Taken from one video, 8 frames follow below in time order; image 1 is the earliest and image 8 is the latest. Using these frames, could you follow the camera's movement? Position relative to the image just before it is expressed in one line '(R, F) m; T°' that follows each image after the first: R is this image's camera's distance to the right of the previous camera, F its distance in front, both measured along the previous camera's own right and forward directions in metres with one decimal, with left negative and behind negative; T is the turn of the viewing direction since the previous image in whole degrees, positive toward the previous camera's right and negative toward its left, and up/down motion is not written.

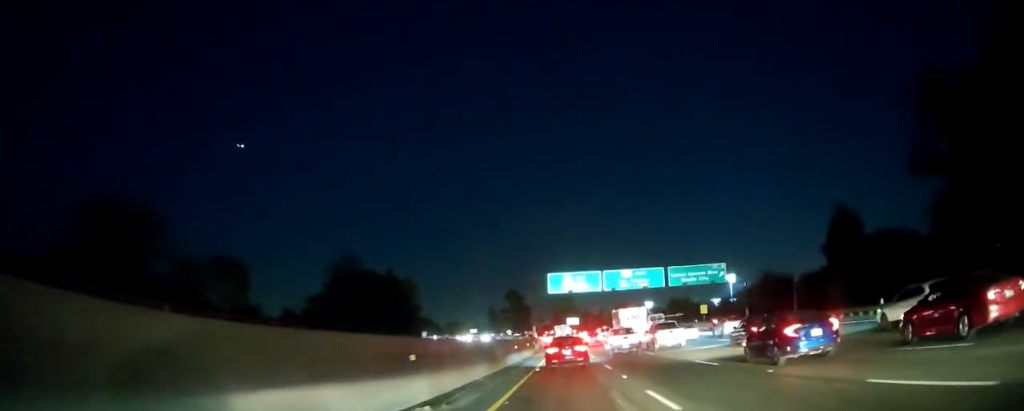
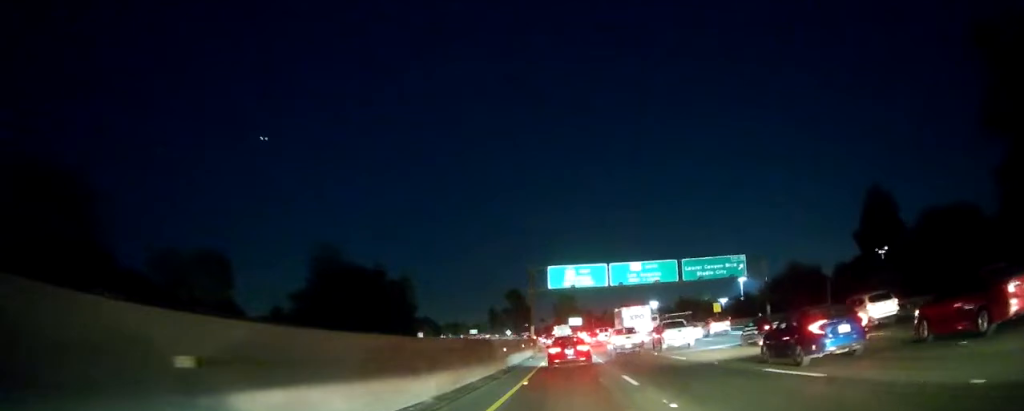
(+0.1, +8.5) m; +1°
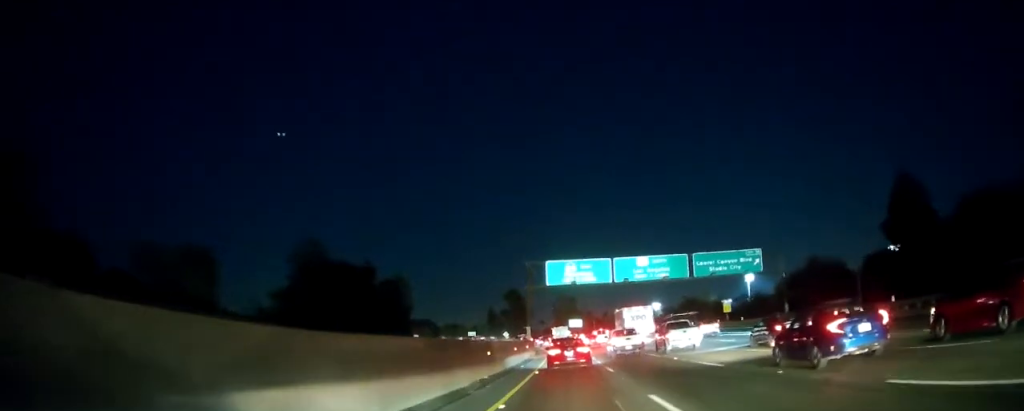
(+0.3, +6.2) m; -1°
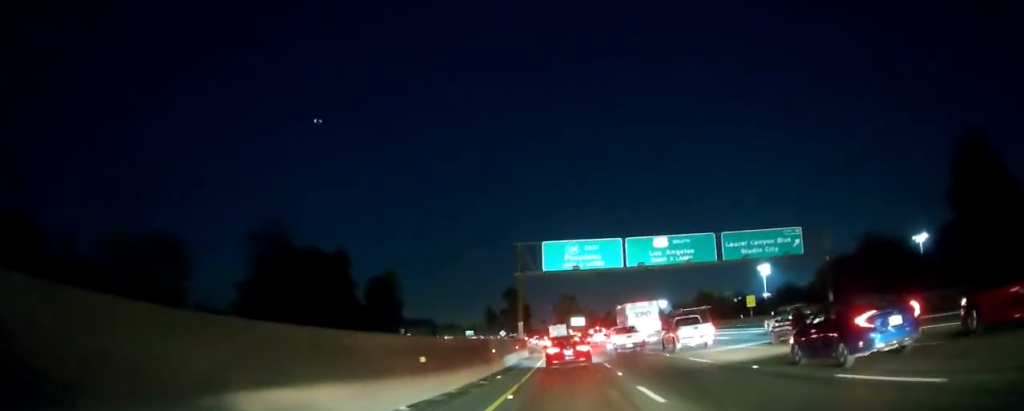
(-0.5, +12.3) m; -1°
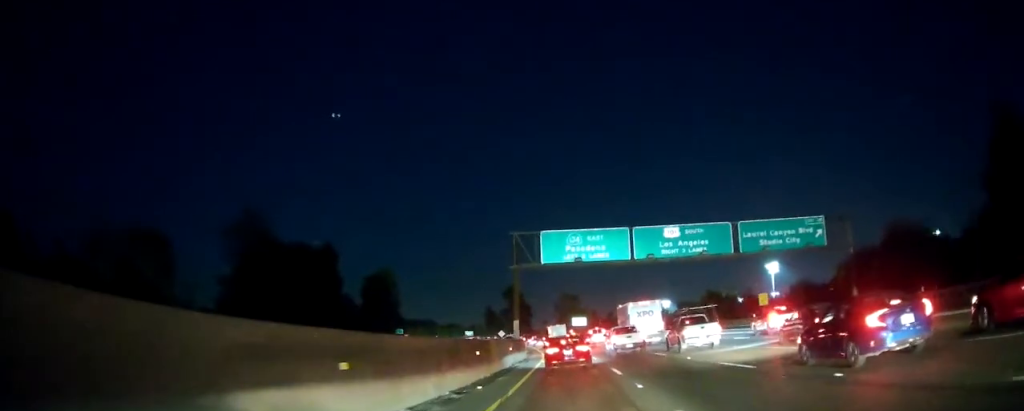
(+0.3, +5.6) m; -1°
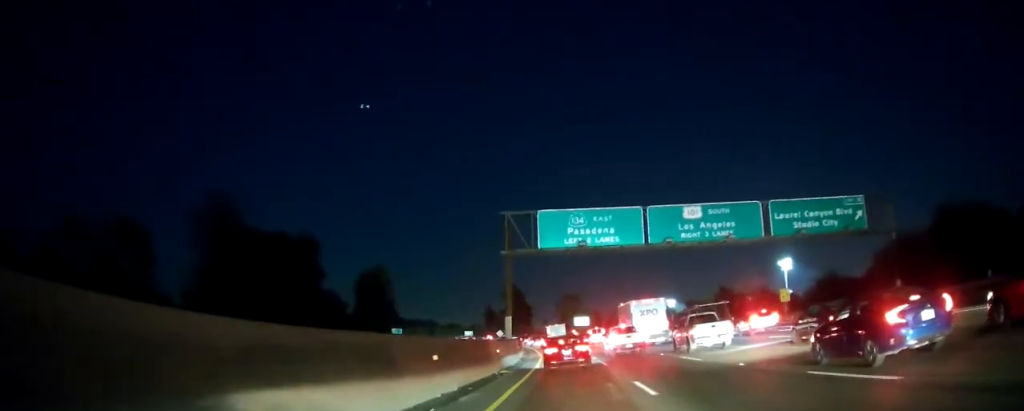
(-0.4, +8.1) m; -1°
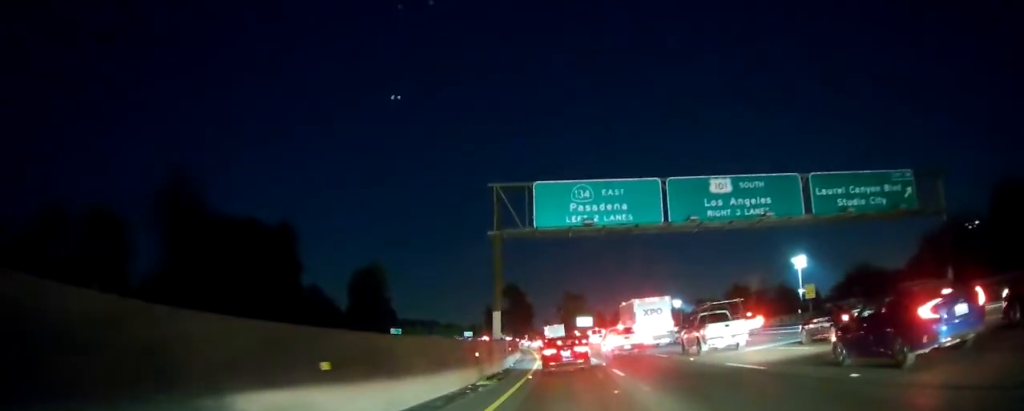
(+0.1, +7.6) m; +1°
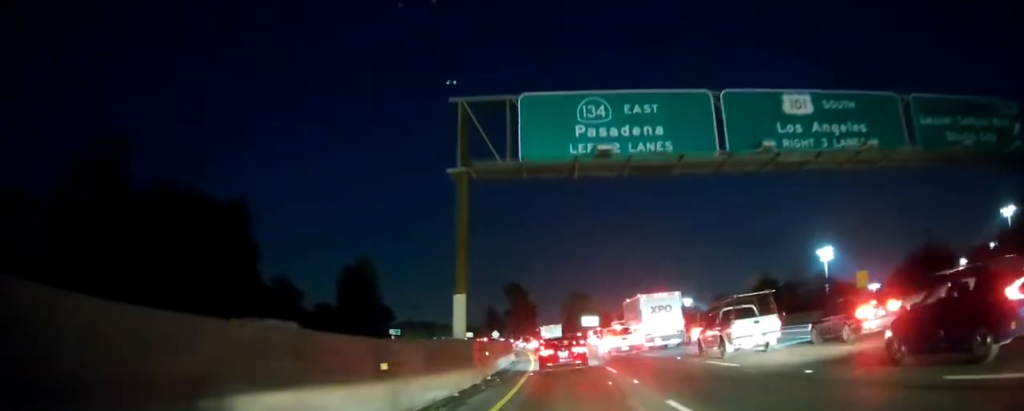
(+0.2, +13.0) m; +2°
